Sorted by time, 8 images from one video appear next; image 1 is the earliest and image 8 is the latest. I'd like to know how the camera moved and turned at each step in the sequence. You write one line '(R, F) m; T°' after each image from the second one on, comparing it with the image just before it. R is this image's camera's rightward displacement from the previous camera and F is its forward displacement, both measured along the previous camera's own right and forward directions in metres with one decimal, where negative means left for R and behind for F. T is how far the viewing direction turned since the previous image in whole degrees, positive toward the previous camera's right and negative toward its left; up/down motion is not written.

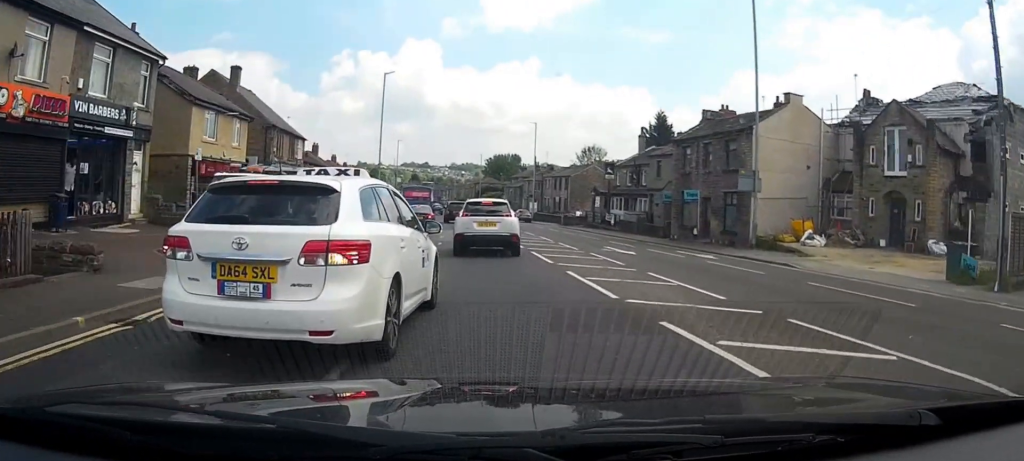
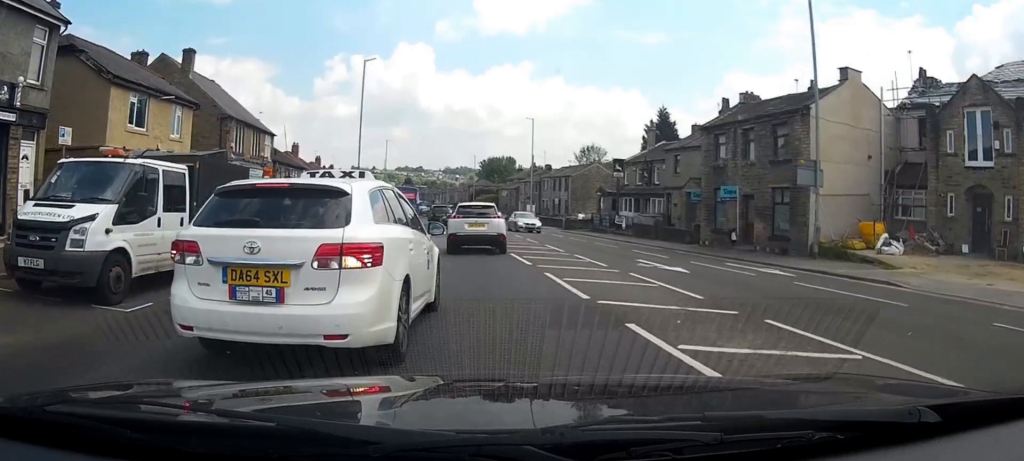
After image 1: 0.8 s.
(-0.2, +8.2) m; 0°
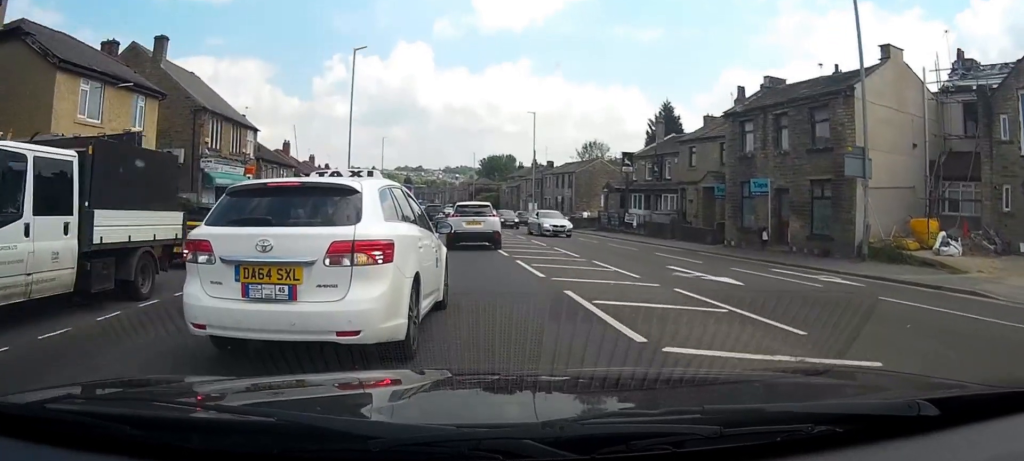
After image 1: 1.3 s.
(+0.2, +3.7) m; 0°
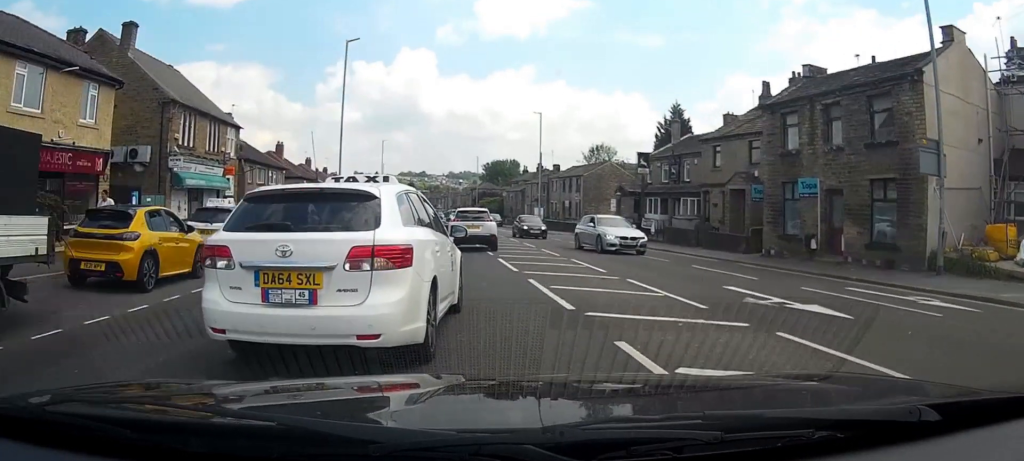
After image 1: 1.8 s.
(+0.1, +4.1) m; +1°
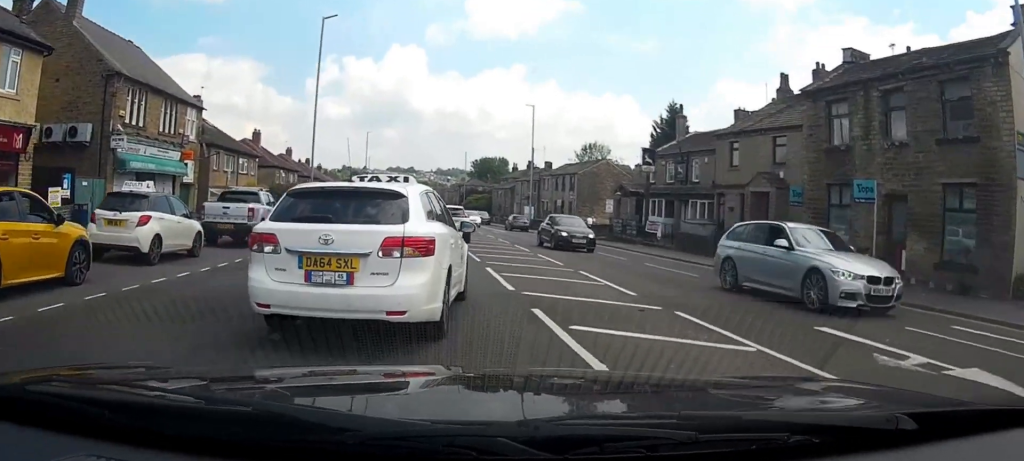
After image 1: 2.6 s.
(-0.3, +4.6) m; +1°
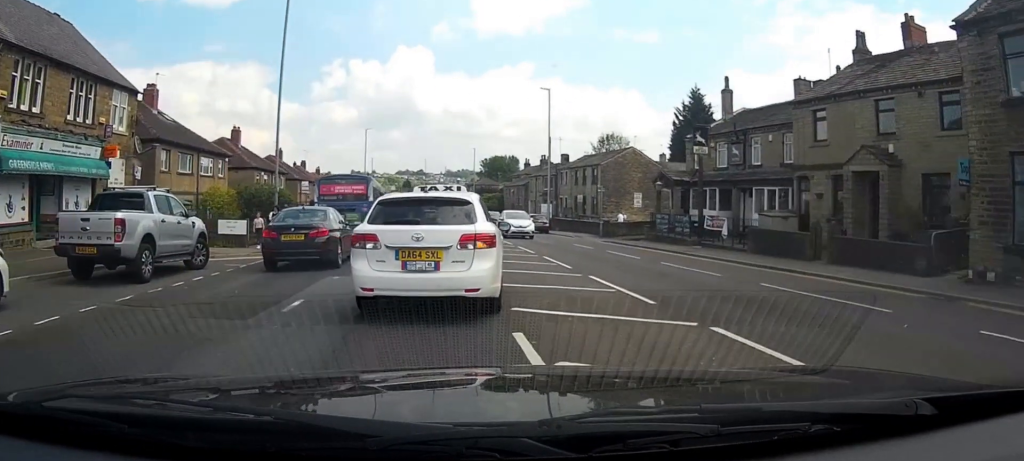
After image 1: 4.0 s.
(+0.3, +7.7) m; +1°
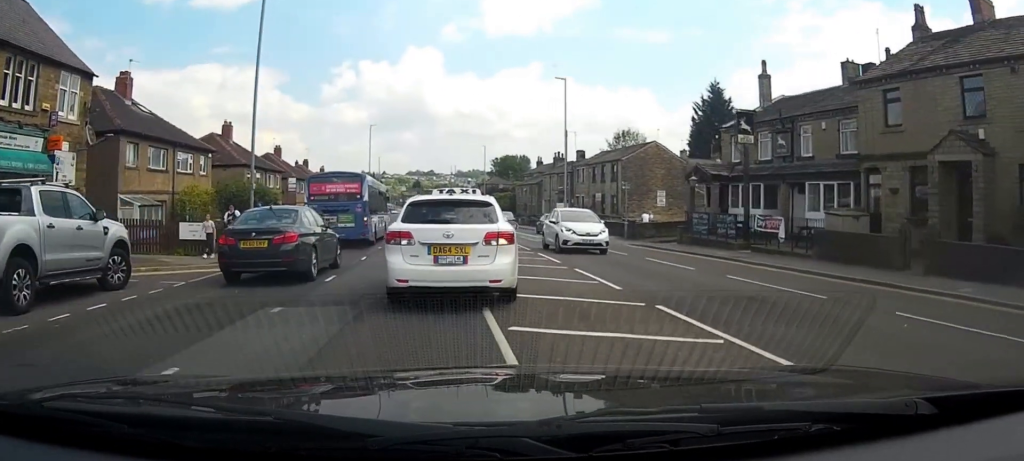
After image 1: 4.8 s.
(-0.2, +4.0) m; -1°
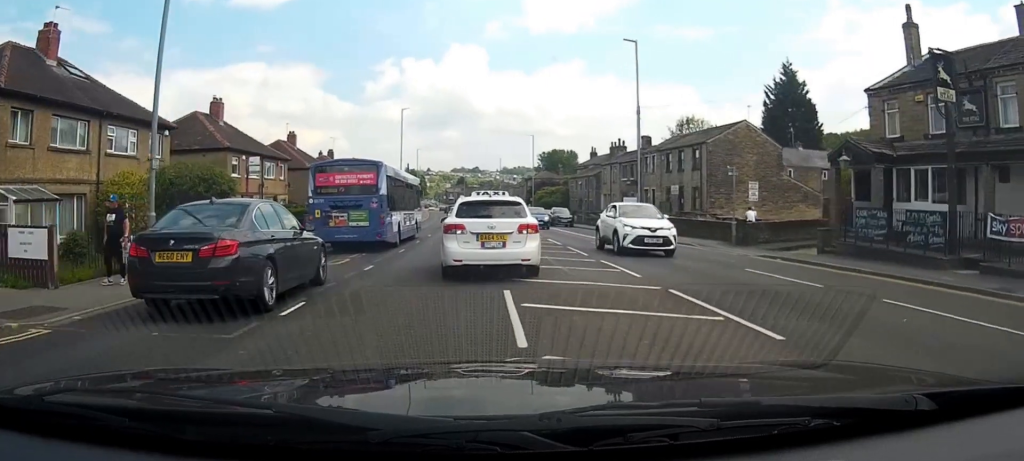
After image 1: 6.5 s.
(-0.1, +9.2) m; -8°
